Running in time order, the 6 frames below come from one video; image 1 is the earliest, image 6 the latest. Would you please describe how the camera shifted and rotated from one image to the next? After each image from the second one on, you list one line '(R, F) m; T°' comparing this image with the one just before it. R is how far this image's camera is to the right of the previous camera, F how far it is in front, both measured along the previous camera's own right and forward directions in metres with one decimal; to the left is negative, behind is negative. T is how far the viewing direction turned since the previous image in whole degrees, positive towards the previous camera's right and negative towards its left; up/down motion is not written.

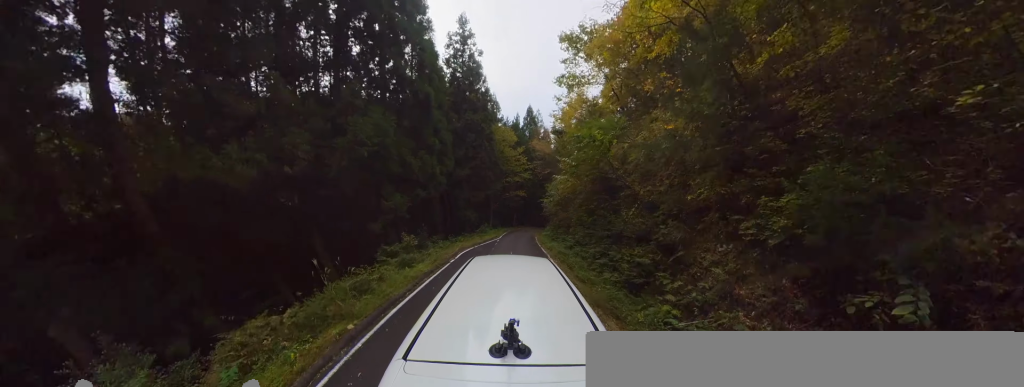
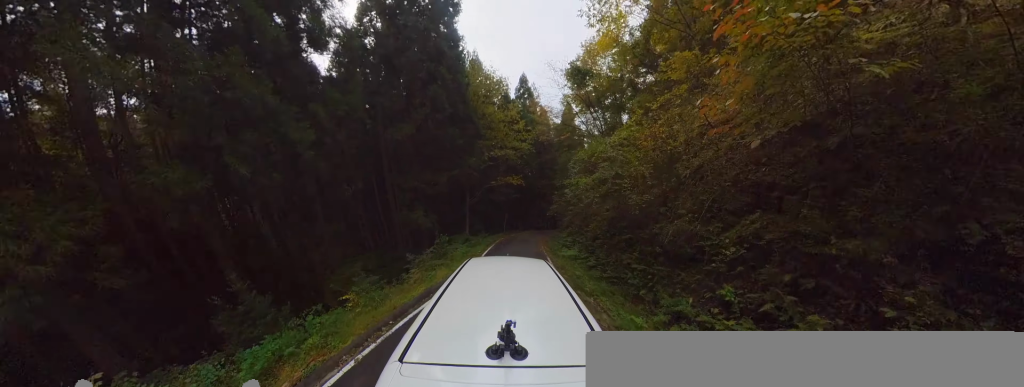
(+0.9, +9.4) m; +3°
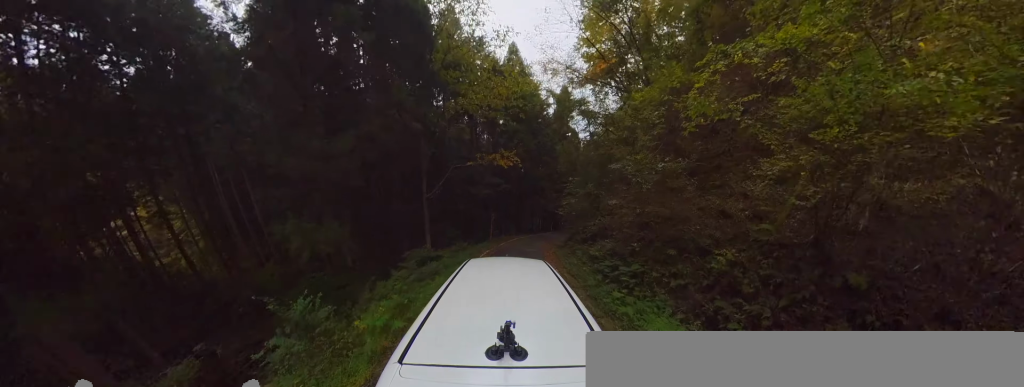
(-0.5, +6.2) m; +10°
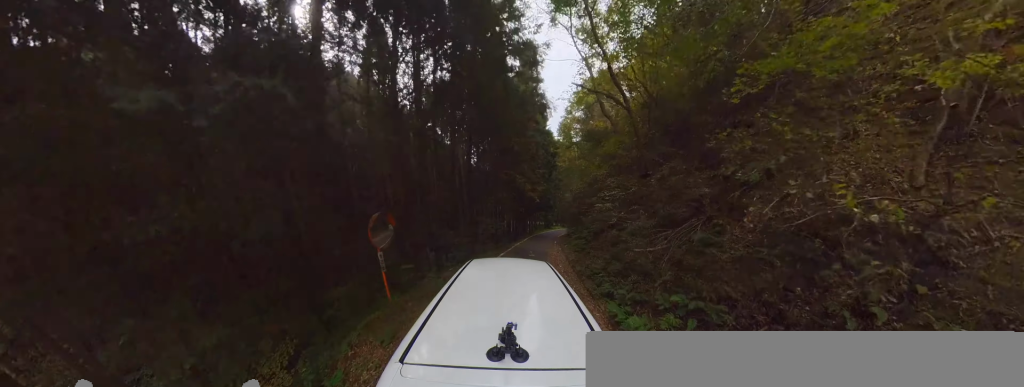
(+4.4, +12.7) m; +9°
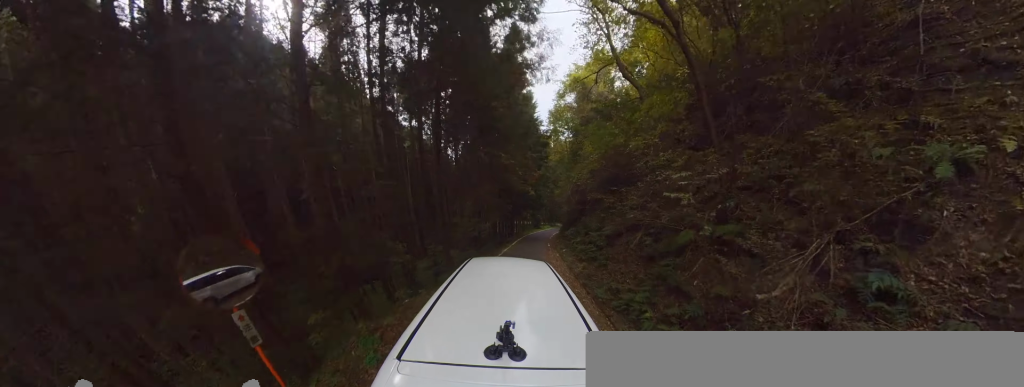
(-0.8, +3.5) m; 0°
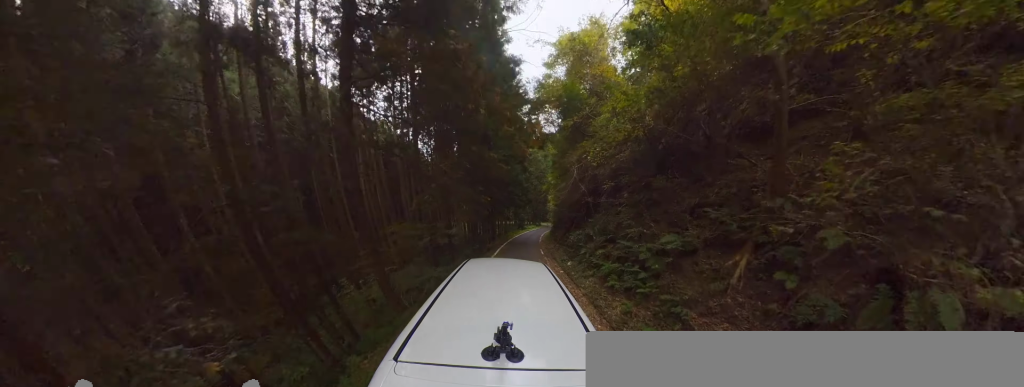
(-0.8, +4.7) m; +3°
